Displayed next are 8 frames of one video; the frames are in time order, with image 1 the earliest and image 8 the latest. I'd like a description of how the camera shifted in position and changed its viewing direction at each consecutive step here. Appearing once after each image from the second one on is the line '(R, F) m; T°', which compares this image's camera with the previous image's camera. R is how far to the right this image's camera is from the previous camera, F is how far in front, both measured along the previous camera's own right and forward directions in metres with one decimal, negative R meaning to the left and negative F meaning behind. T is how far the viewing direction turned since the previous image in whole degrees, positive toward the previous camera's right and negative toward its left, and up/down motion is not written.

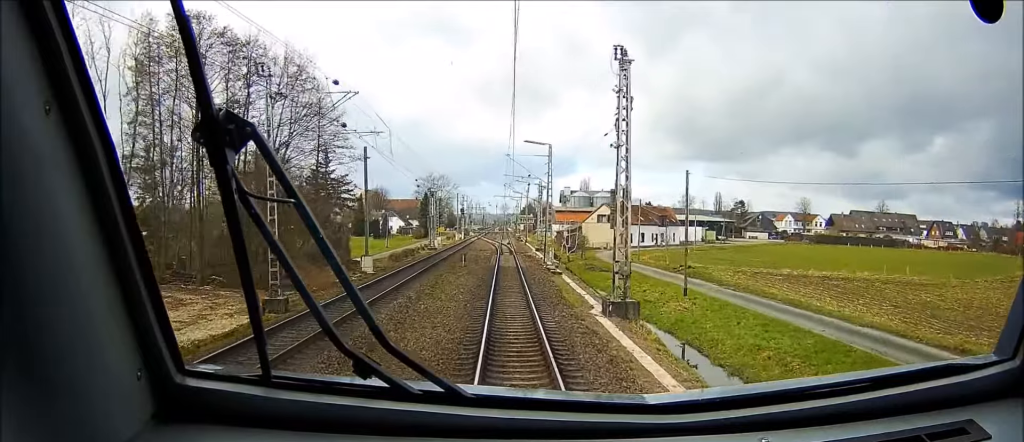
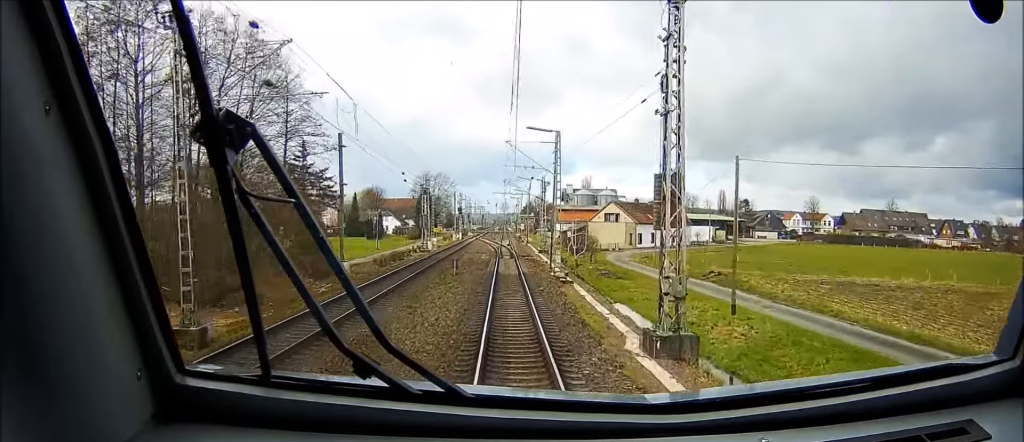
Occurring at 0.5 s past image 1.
(0.0, +8.6) m; 0°
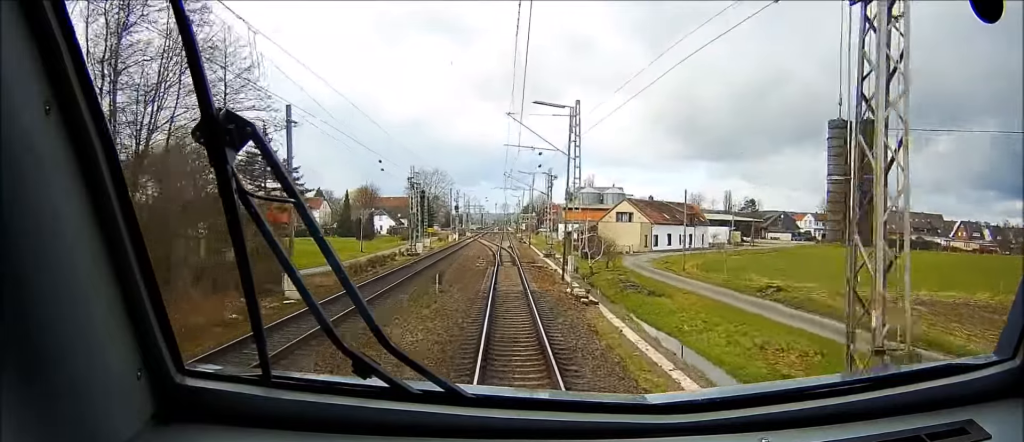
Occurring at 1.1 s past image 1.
(+0.1, +10.9) m; -1°
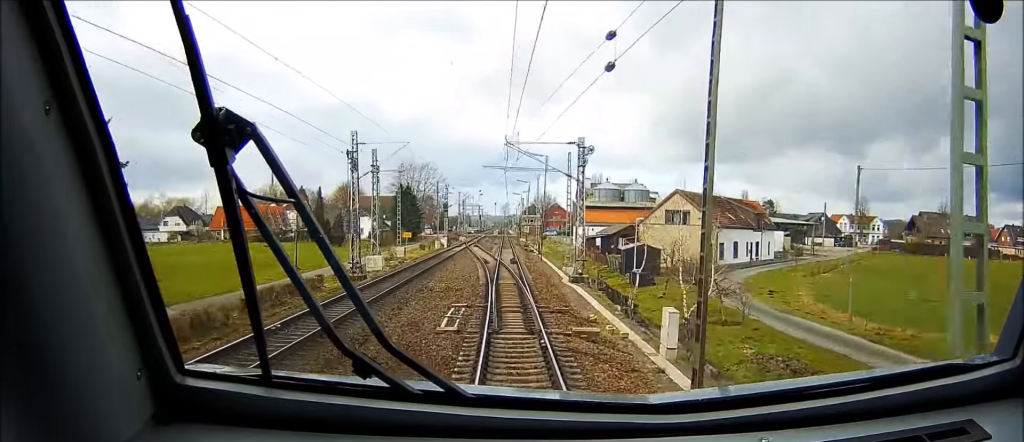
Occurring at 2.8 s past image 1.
(-1.3, +27.3) m; -4°
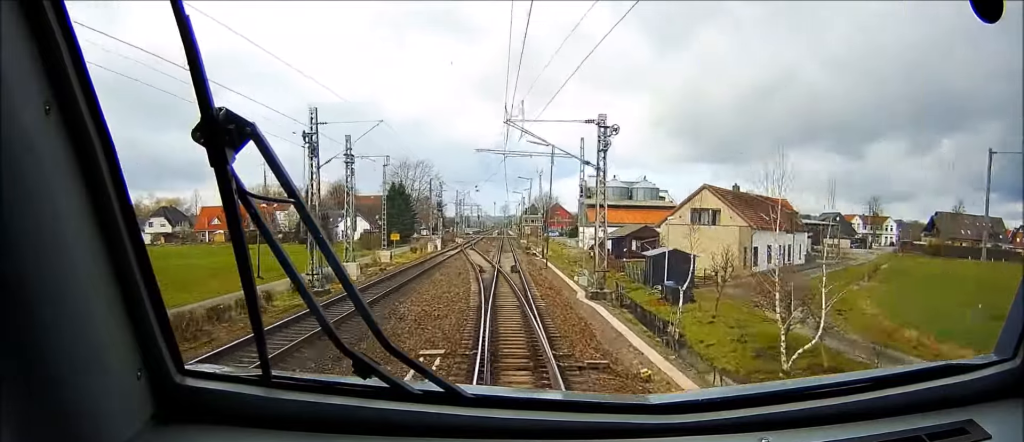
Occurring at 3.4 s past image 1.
(-0.1, +8.9) m; 0°
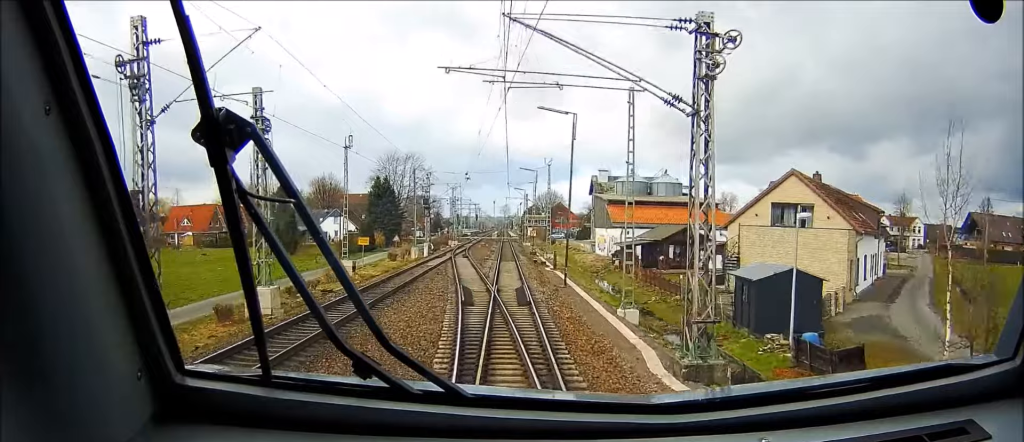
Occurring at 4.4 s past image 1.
(+0.1, +16.2) m; 0°
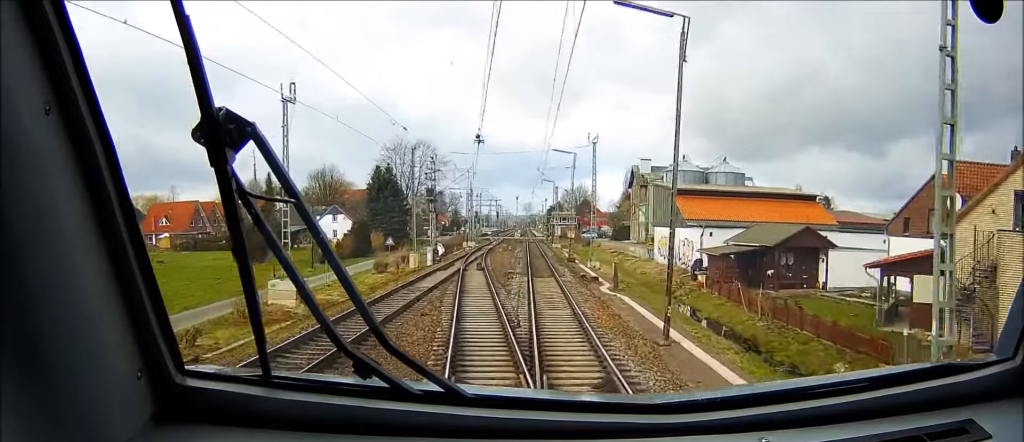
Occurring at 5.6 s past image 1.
(-0.1, +19.0) m; -1°
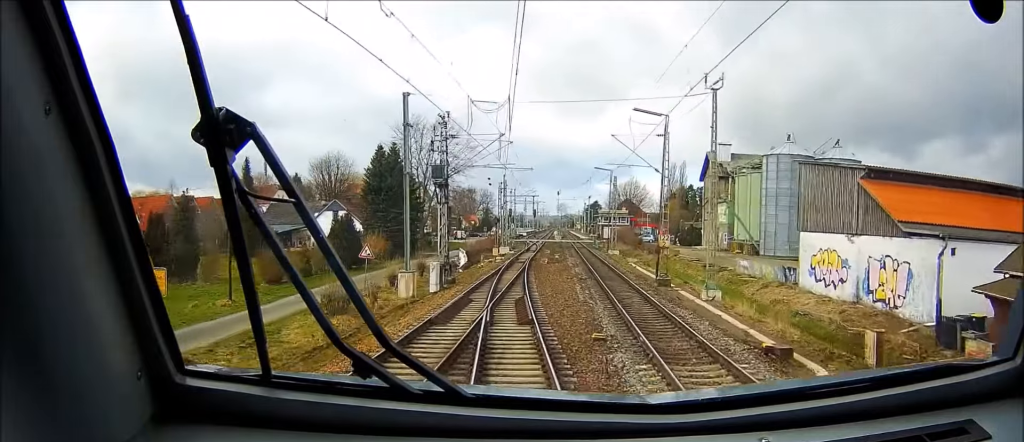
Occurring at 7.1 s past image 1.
(-0.5, +24.0) m; -2°
